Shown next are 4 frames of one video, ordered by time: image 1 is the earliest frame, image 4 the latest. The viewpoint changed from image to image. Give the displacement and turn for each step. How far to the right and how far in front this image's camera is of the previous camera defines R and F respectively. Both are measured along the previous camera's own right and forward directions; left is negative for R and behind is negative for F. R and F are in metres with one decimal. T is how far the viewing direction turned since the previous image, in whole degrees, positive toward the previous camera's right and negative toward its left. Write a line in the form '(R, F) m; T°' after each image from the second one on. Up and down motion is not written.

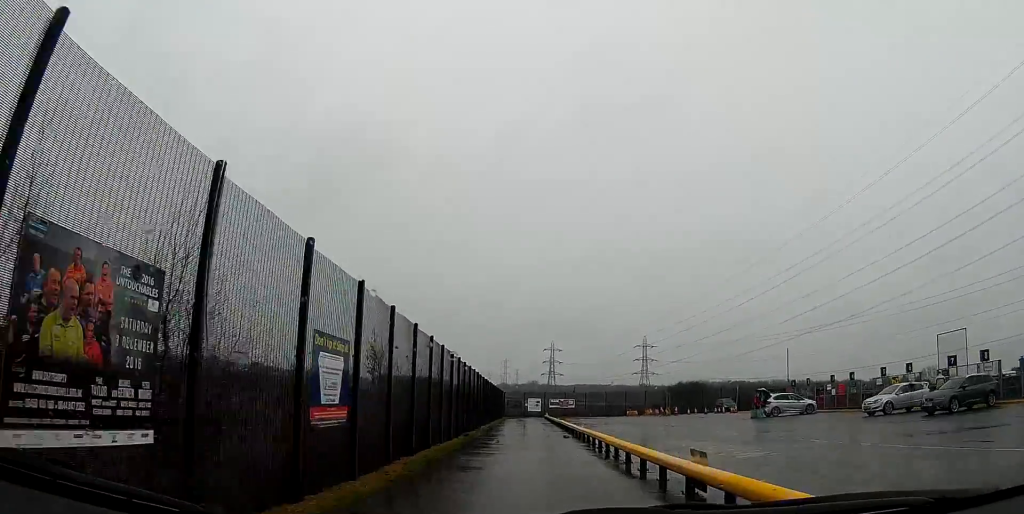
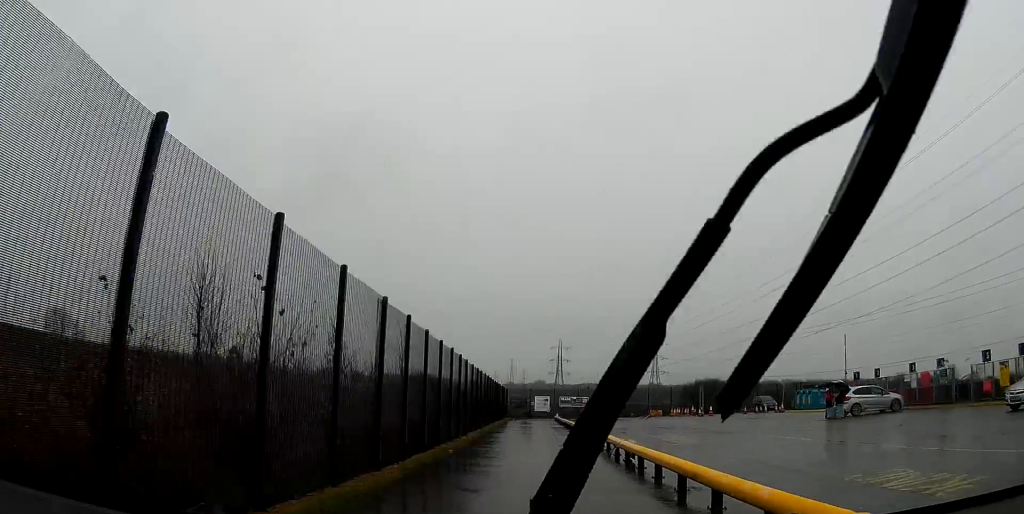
(+0.3, +11.5) m; +1°
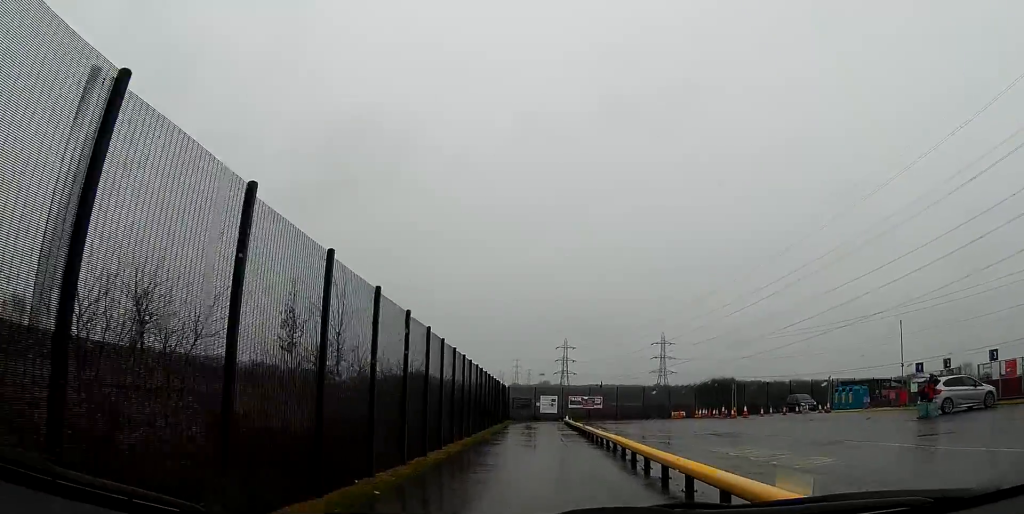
(-0.1, +8.5) m; +1°
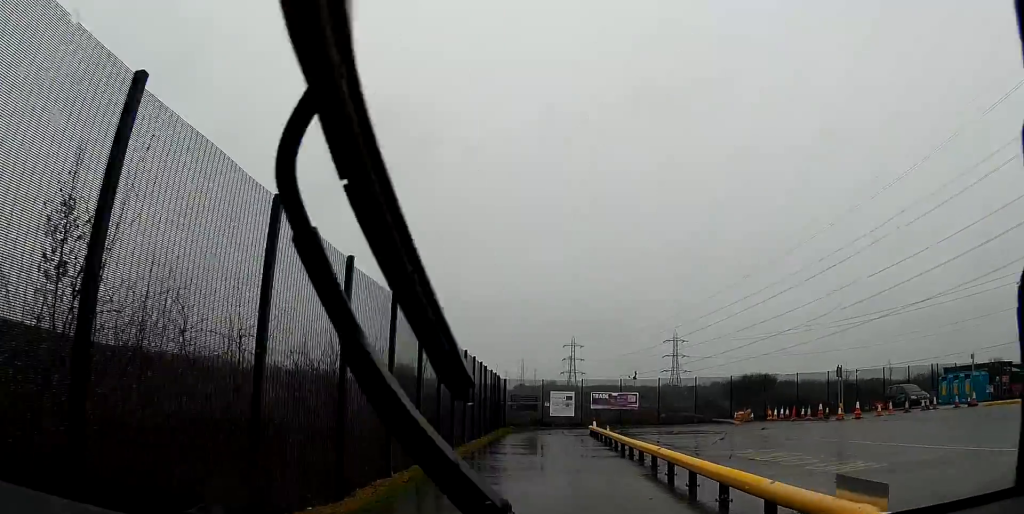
(+0.3, +16.8) m; 0°
